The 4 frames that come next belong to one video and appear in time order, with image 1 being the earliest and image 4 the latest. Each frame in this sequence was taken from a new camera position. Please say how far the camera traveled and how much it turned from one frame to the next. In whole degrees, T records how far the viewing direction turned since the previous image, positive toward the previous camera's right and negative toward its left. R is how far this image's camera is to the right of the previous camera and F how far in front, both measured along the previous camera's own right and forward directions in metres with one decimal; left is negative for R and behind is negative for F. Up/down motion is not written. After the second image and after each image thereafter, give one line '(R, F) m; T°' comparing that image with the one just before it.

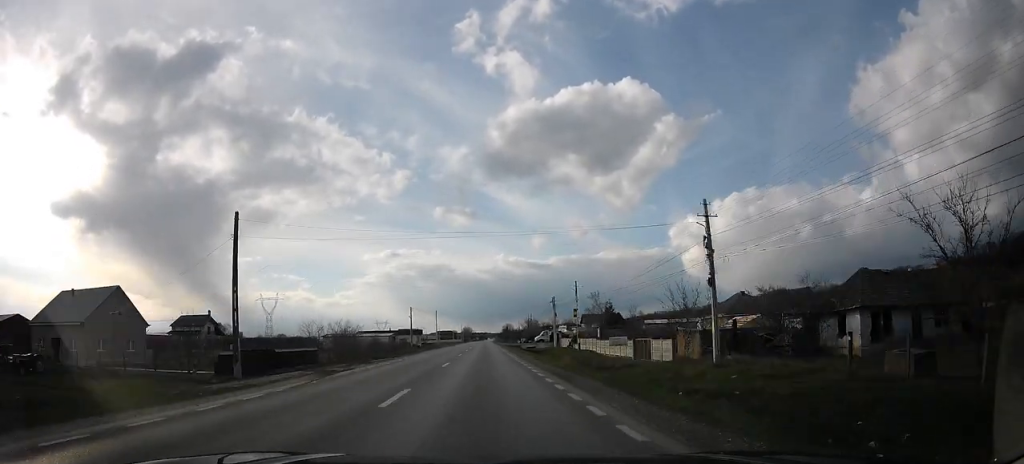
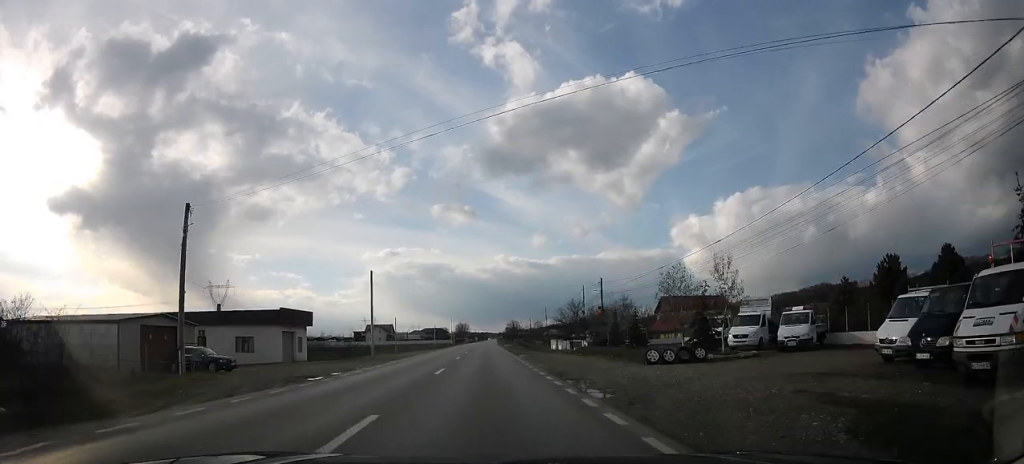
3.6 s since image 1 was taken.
(+0.8, +79.0) m; -2°
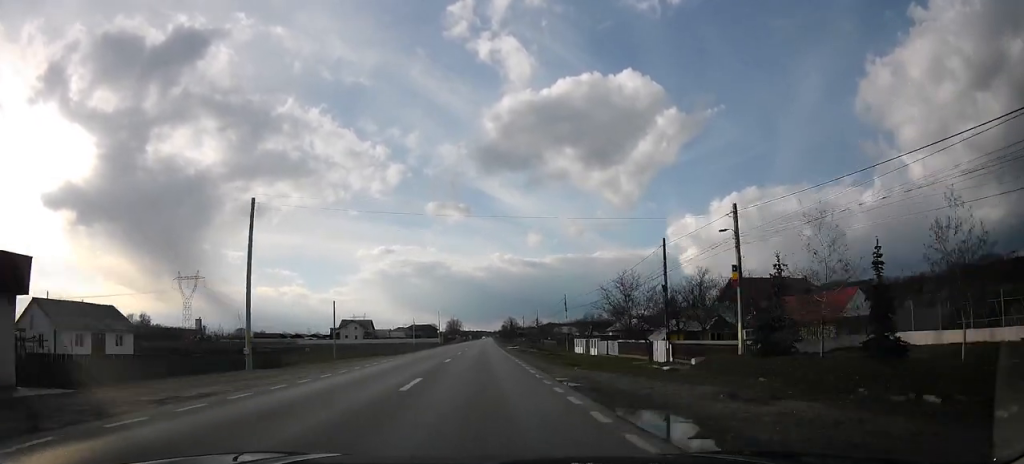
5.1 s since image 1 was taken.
(0.0, +30.7) m; 0°
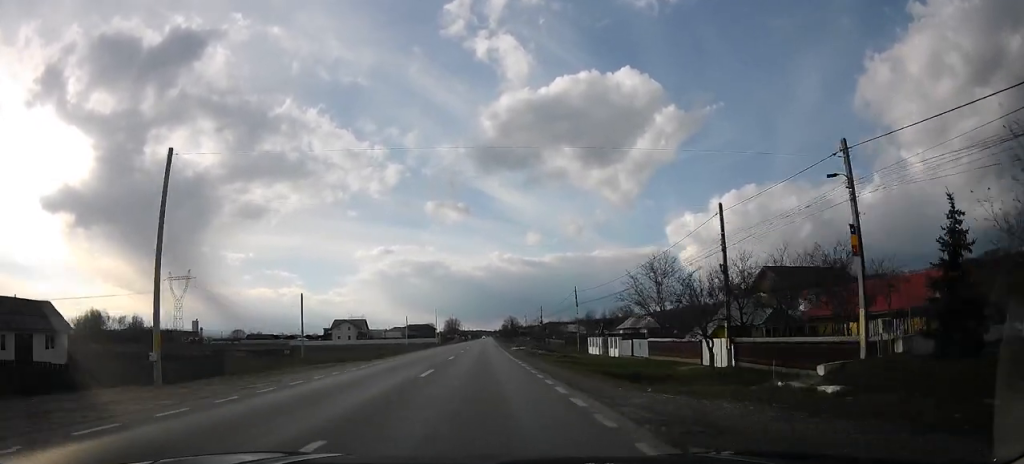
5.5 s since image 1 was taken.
(0.0, +9.0) m; 0°
